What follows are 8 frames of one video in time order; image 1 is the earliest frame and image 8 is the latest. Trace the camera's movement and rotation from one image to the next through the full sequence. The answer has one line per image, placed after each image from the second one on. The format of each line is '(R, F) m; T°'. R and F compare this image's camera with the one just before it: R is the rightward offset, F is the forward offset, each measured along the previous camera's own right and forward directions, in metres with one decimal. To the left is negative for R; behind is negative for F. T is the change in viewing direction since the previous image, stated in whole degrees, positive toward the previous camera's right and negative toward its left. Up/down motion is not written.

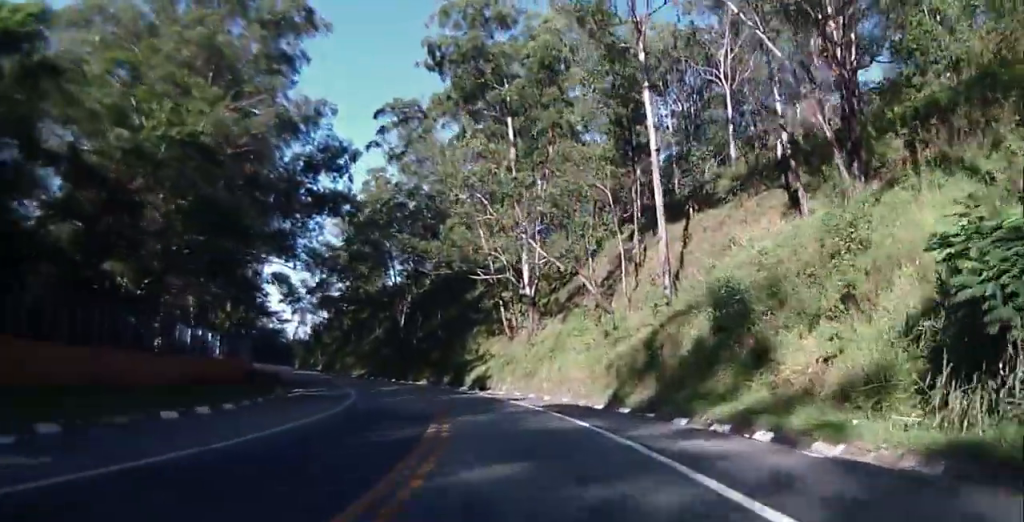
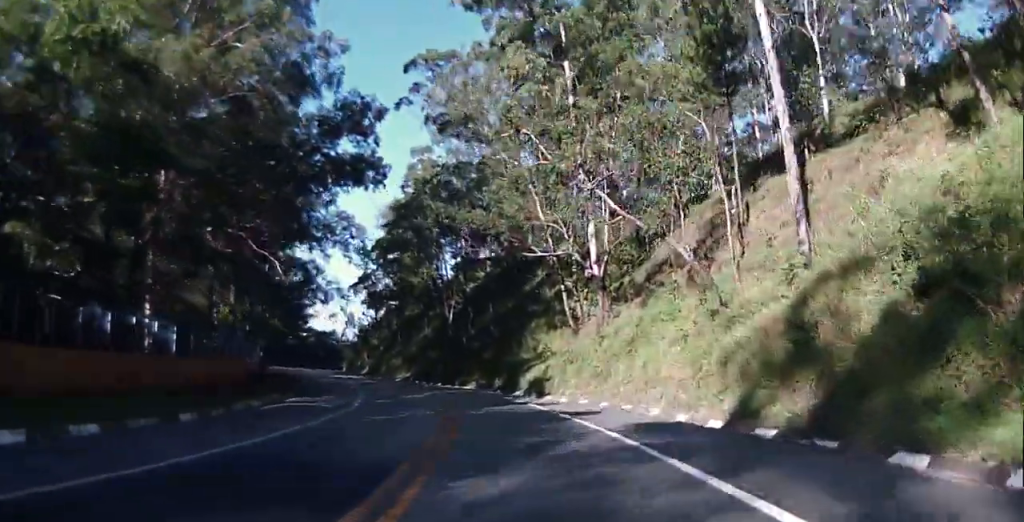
(-0.5, +11.3) m; -4°
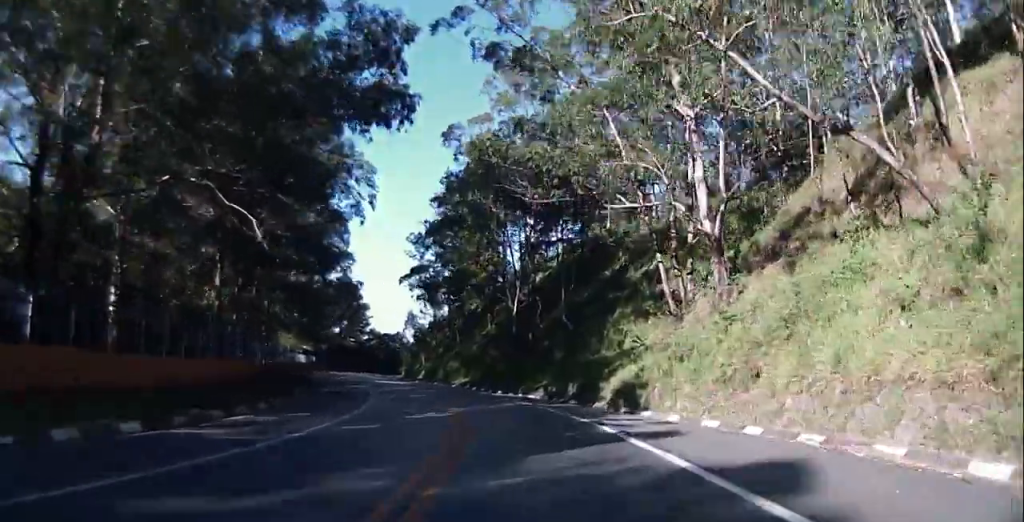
(-0.6, +13.5) m; -8°
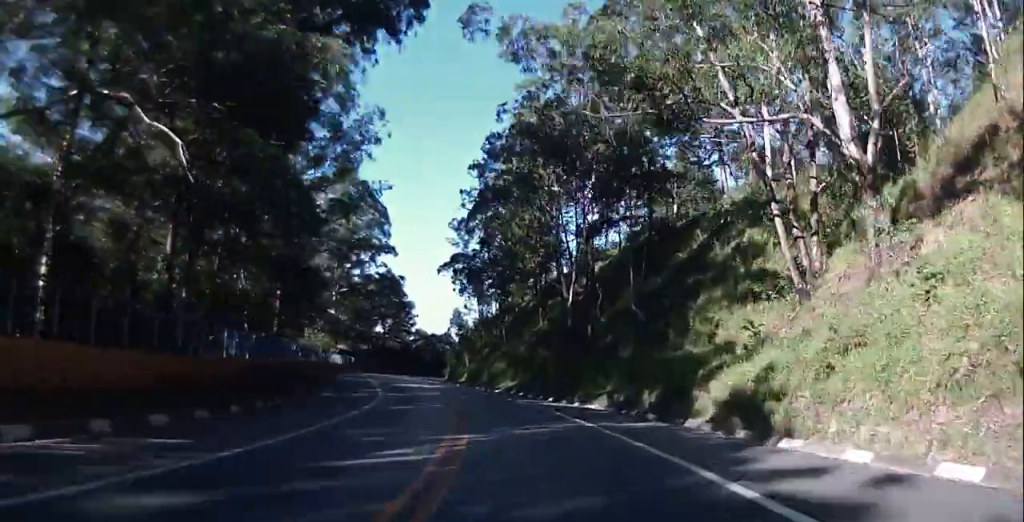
(-0.4, +10.9) m; -9°
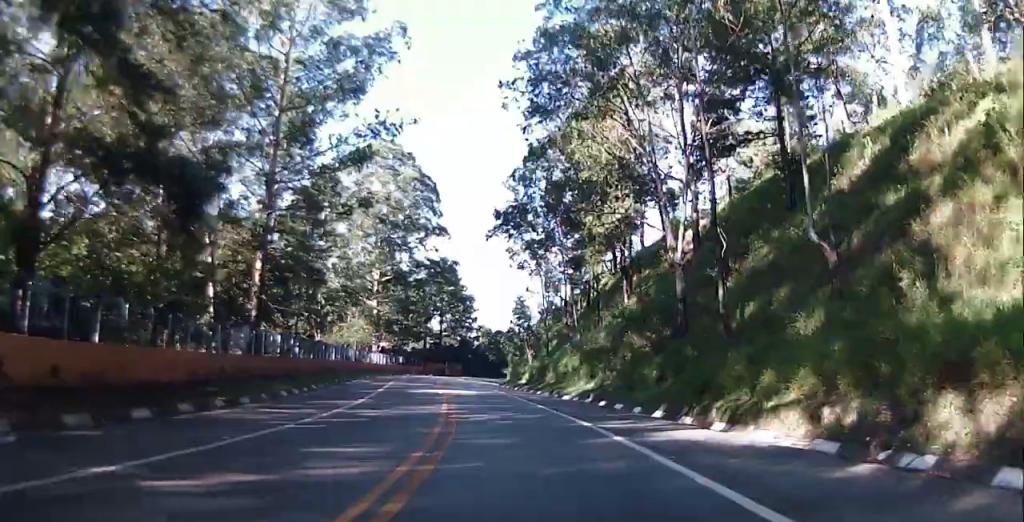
(-2.7, +18.7) m; -8°
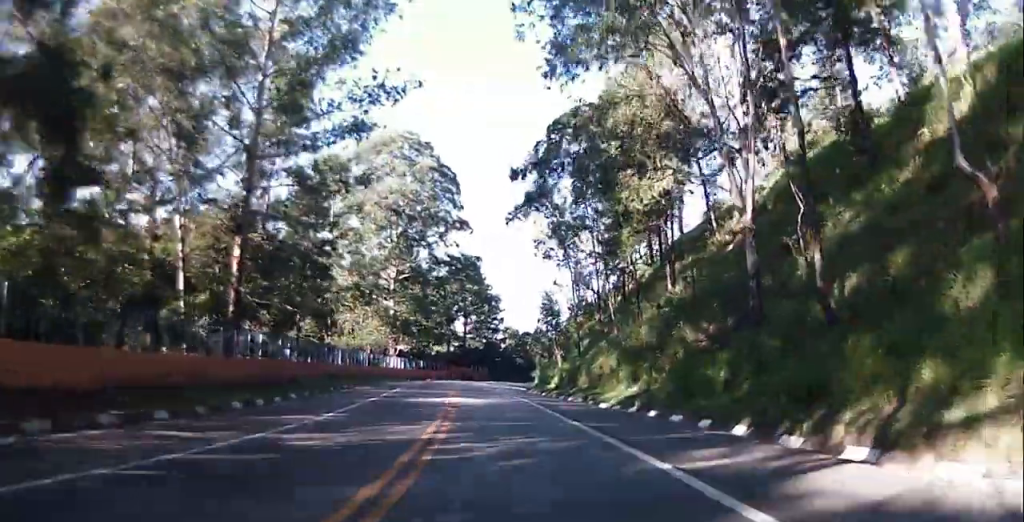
(0.0, +7.2) m; 0°
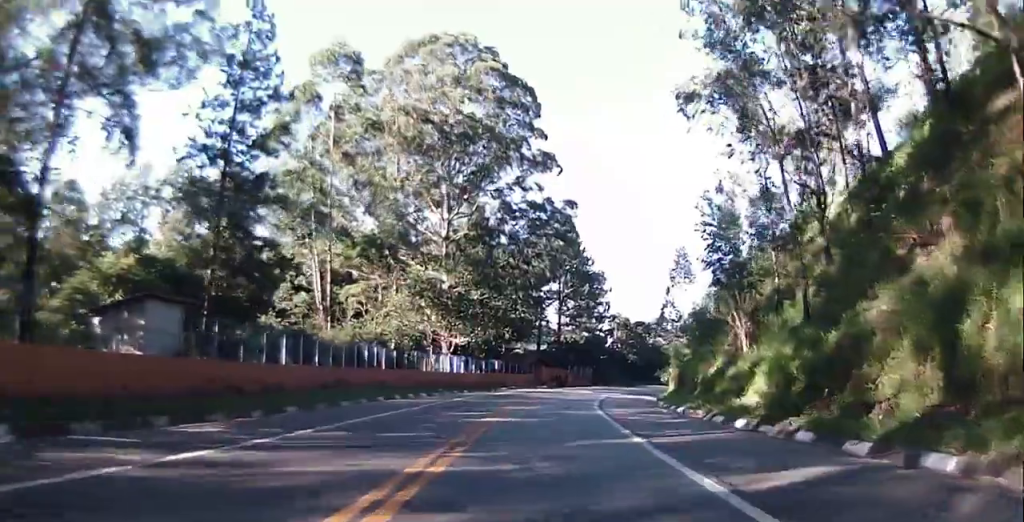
(0.0, +33.2) m; 0°
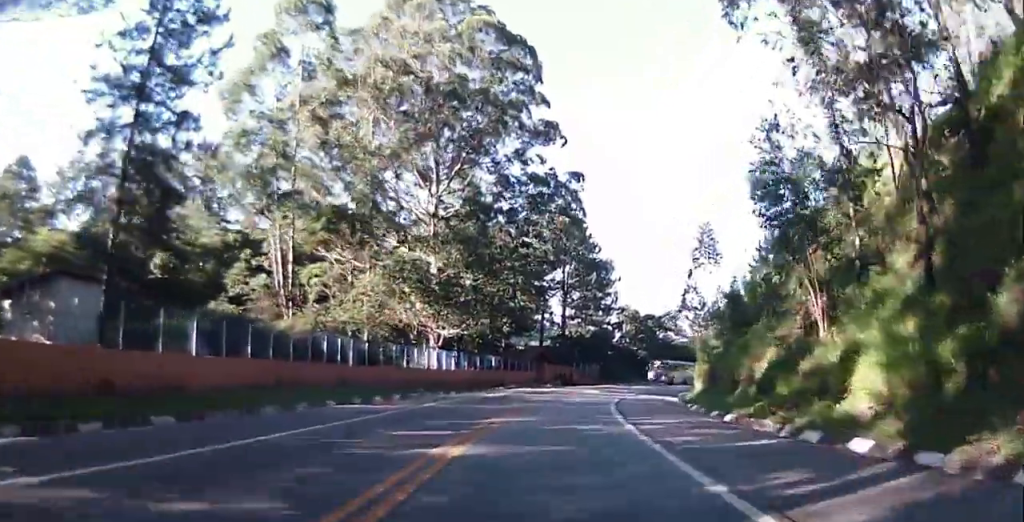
(0.0, +8.4) m; 0°
